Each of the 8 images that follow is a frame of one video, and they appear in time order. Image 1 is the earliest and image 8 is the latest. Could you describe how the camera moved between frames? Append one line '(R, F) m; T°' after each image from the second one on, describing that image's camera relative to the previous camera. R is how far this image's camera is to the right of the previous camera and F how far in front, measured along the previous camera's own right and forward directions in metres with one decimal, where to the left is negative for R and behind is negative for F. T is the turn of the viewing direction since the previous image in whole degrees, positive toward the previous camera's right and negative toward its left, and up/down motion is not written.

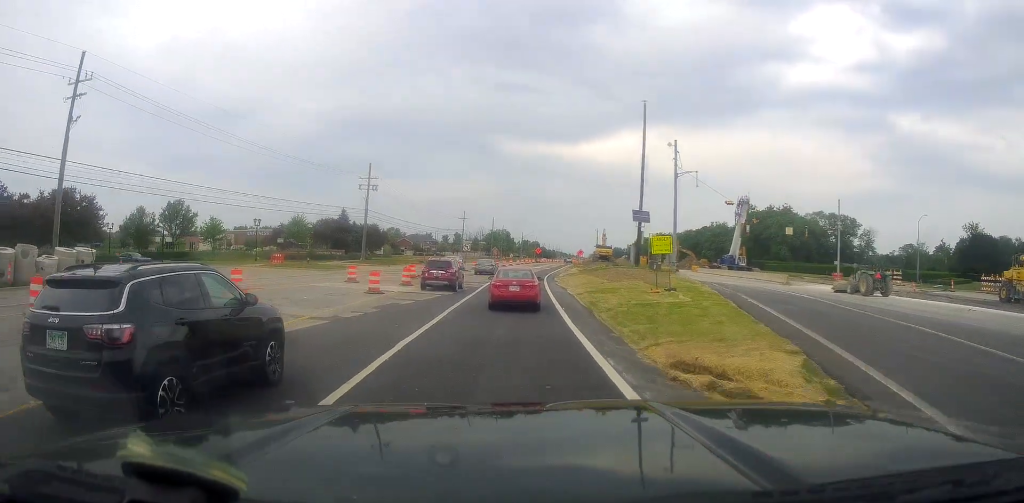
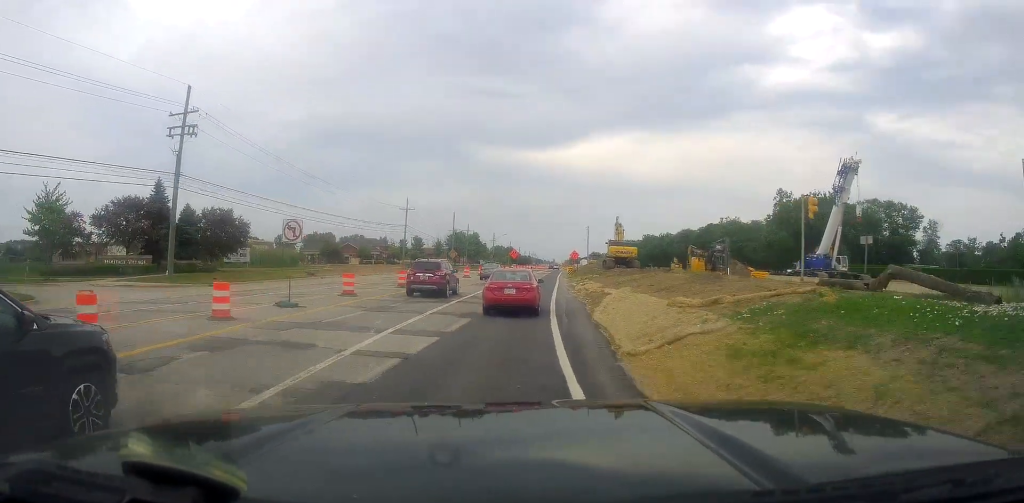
(+0.5, +42.1) m; +2°
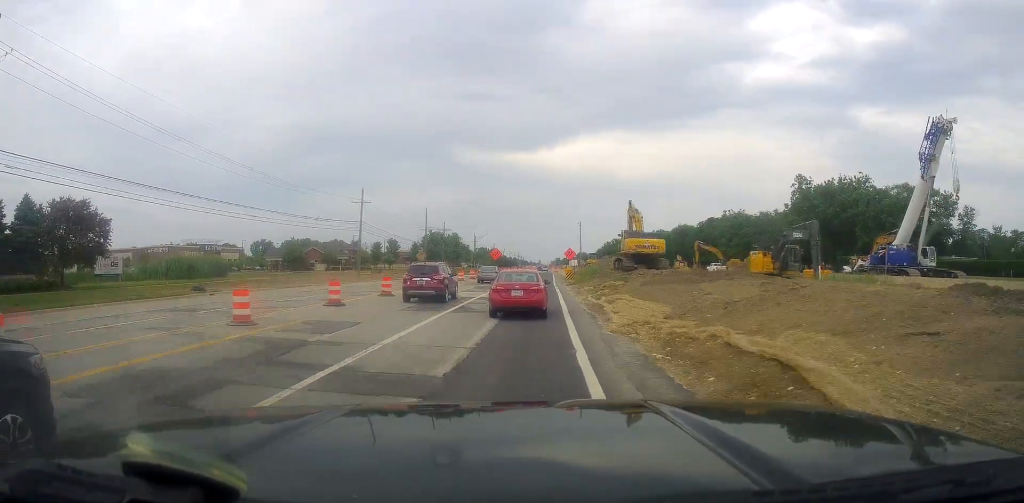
(+0.2, +18.7) m; +1°
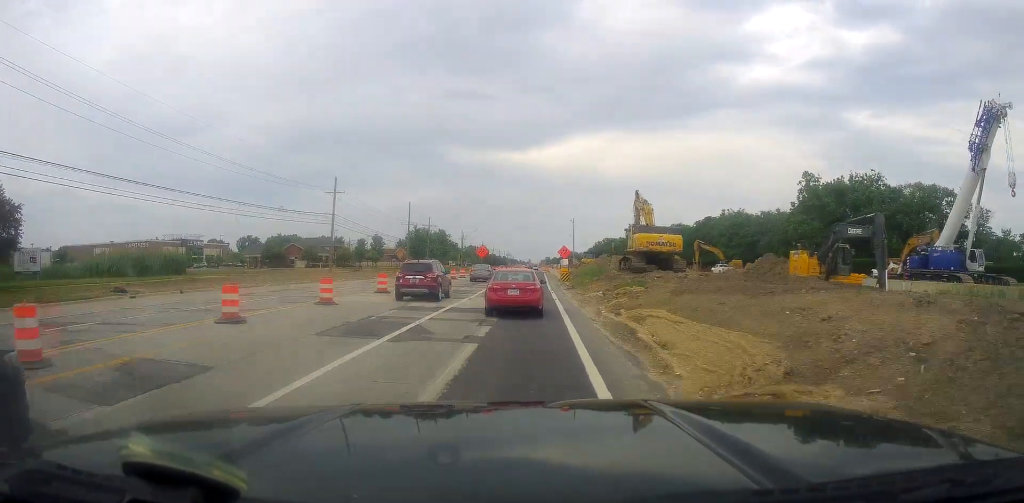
(+0.1, +7.9) m; 0°
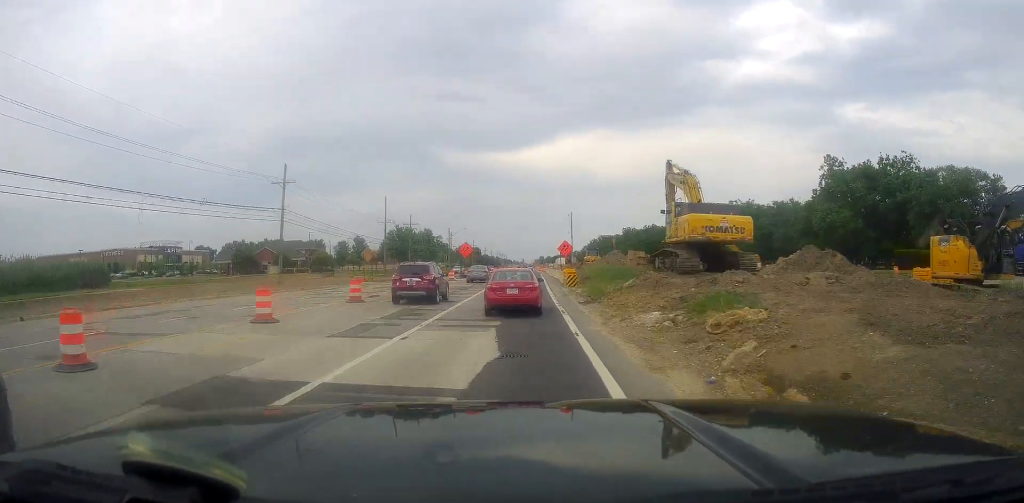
(0.0, +13.5) m; +1°
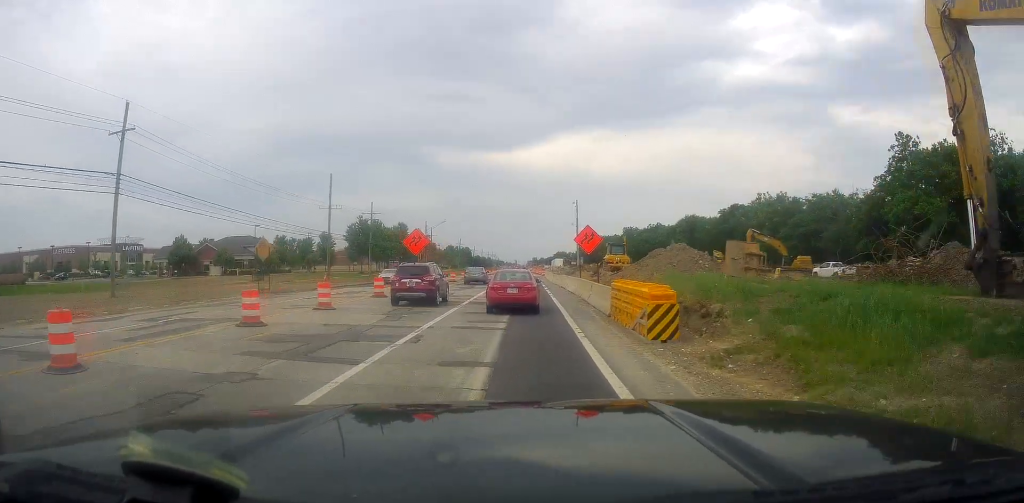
(+0.8, +25.8) m; +3°
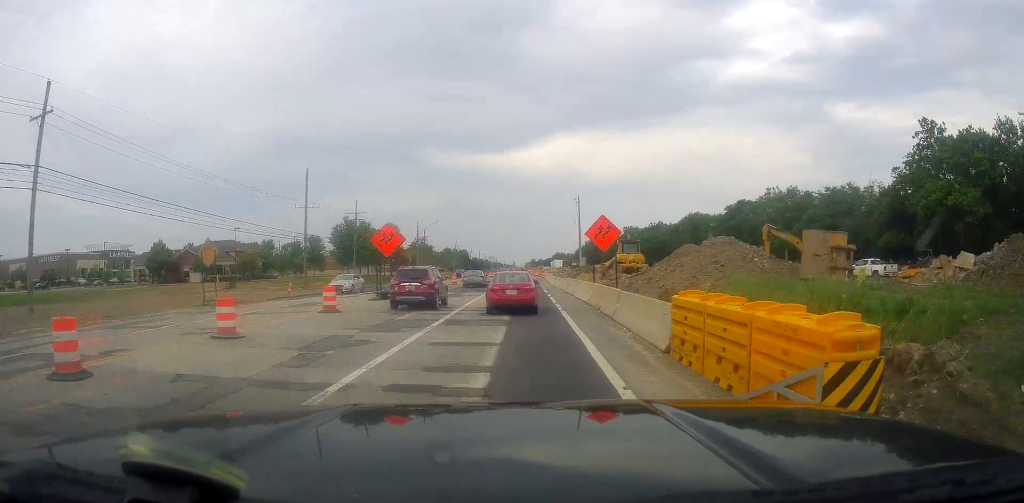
(0.0, +7.4) m; 0°
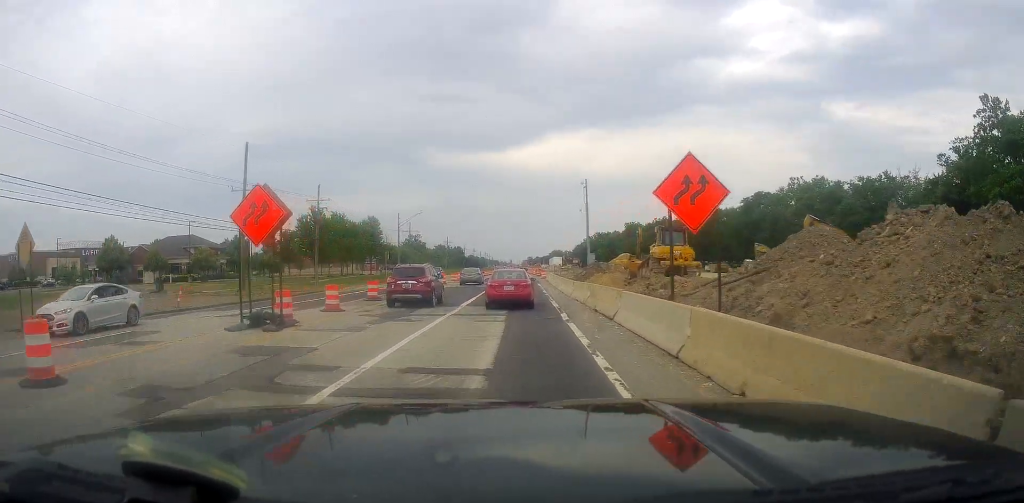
(0.0, +14.7) m; -1°
